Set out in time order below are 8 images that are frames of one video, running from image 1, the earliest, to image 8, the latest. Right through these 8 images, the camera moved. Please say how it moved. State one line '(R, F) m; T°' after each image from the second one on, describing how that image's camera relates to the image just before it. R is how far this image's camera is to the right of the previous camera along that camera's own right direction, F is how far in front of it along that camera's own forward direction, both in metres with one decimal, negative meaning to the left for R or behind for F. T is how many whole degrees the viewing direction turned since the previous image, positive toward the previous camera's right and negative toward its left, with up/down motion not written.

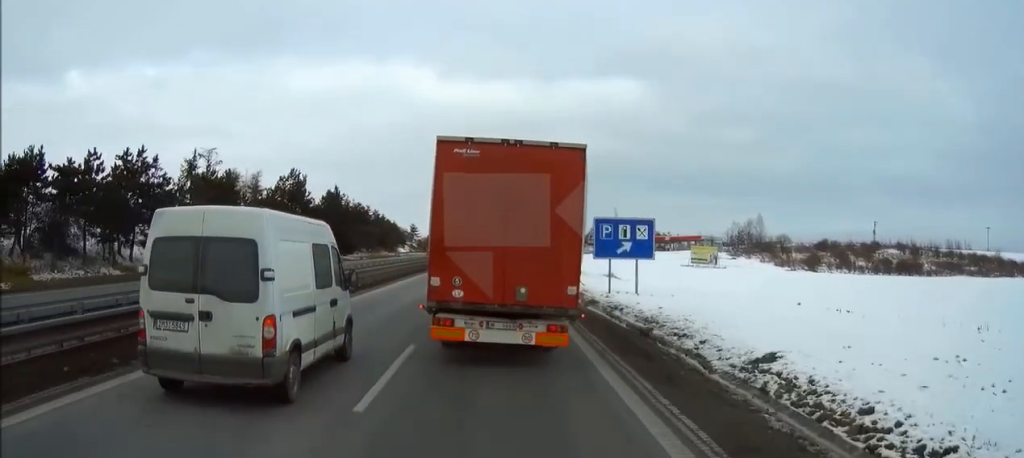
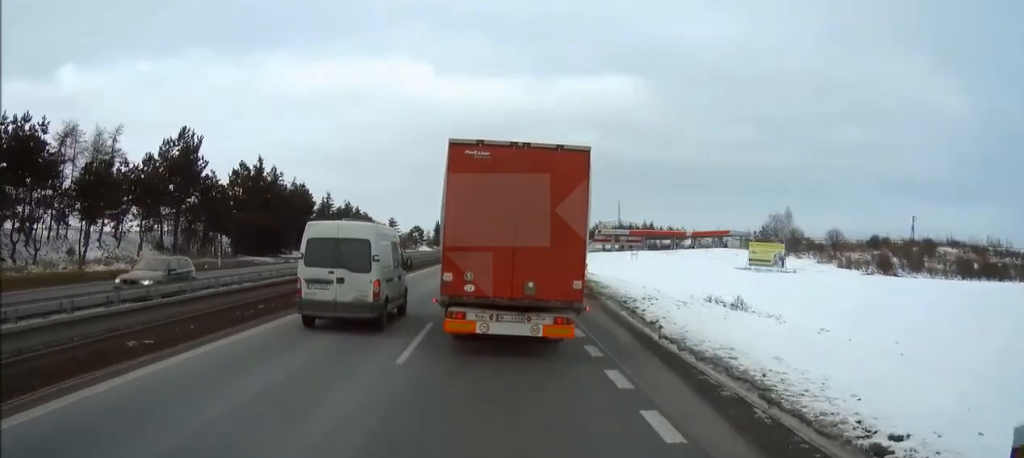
(+0.2, +32.2) m; +1°
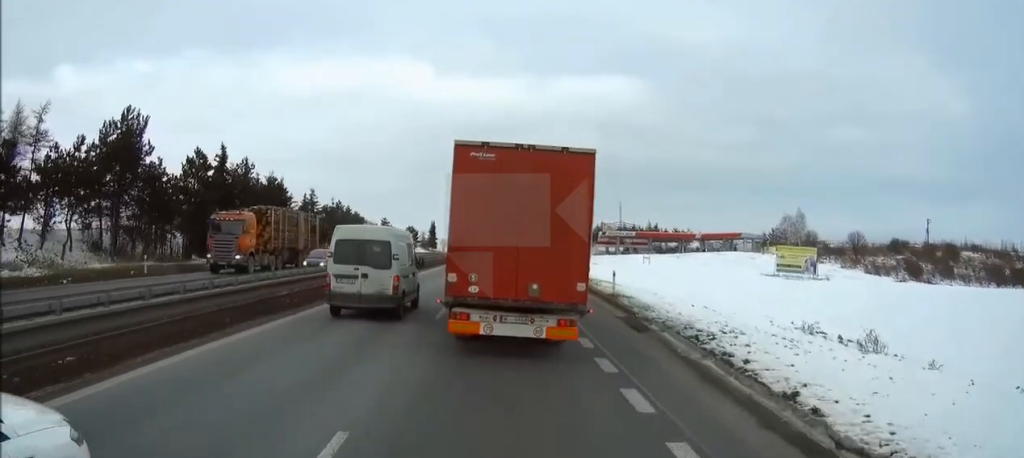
(0.0, +10.2) m; 0°
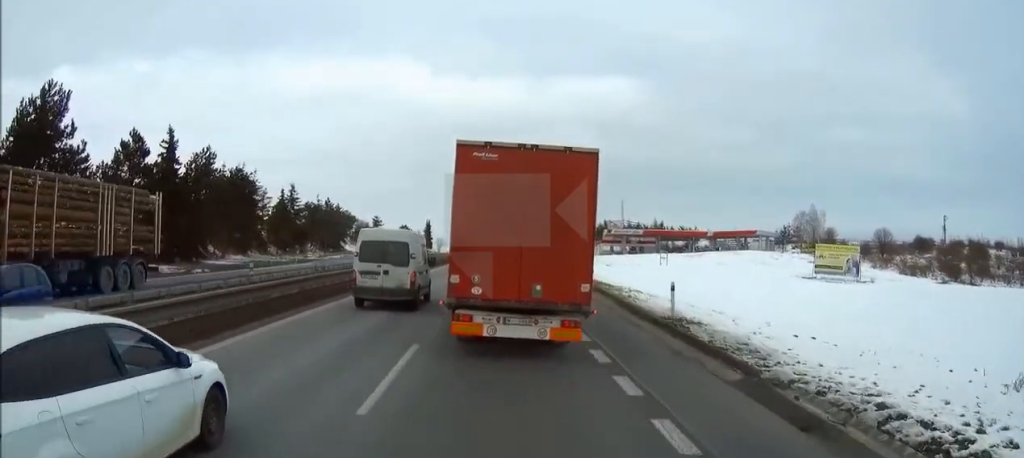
(0.0, +10.9) m; 0°
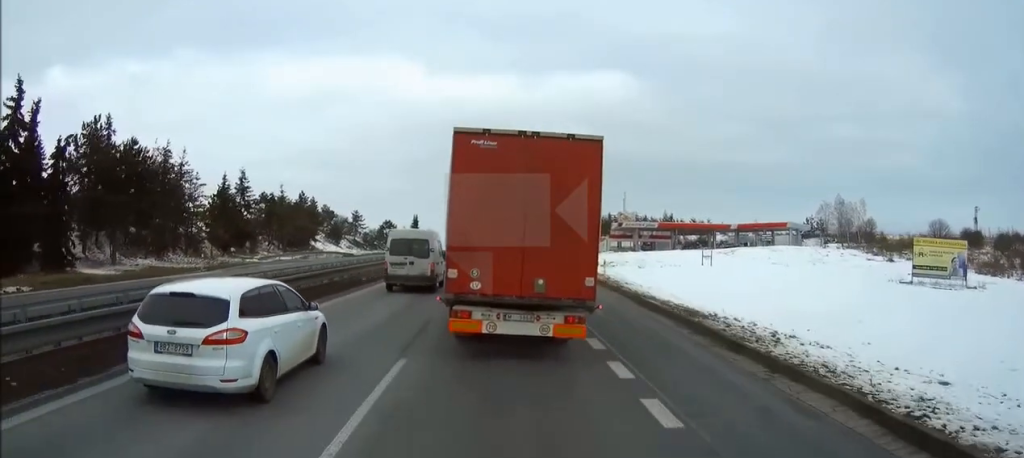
(-0.1, +19.9) m; -1°
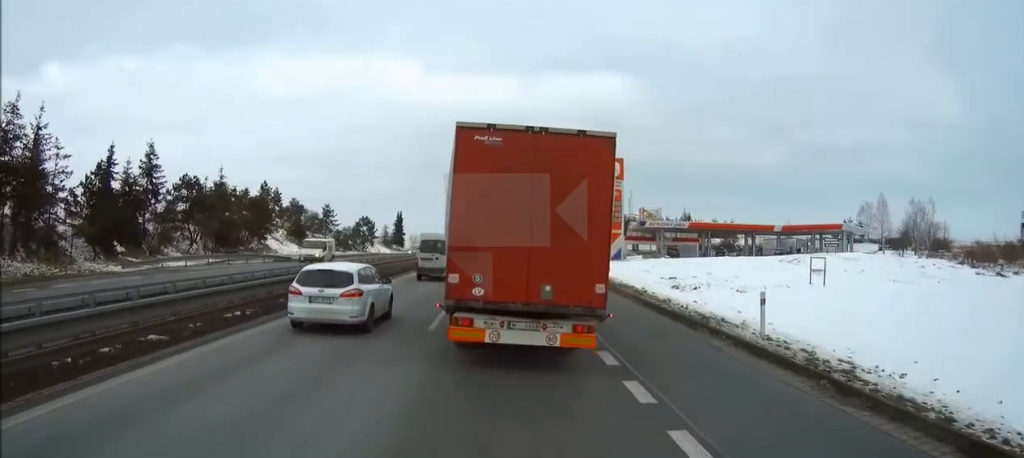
(-0.1, +25.5) m; +2°
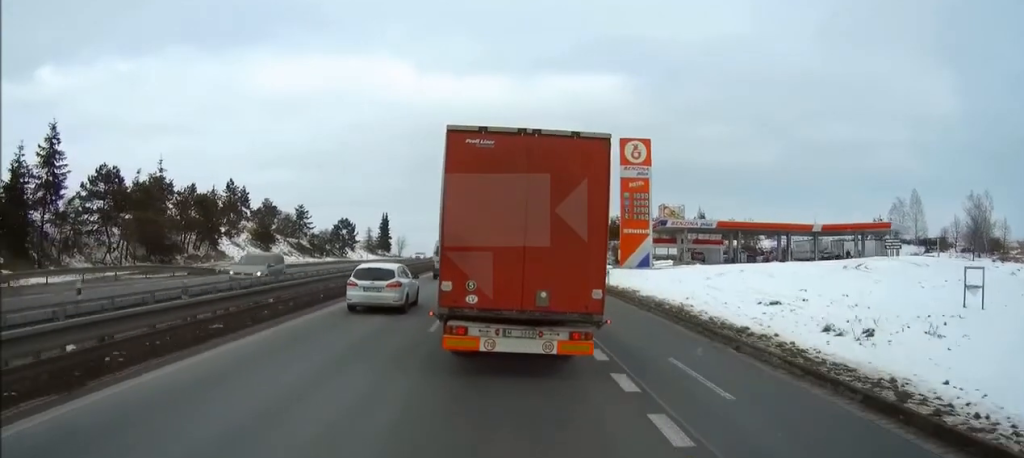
(+0.4, +17.4) m; +3°
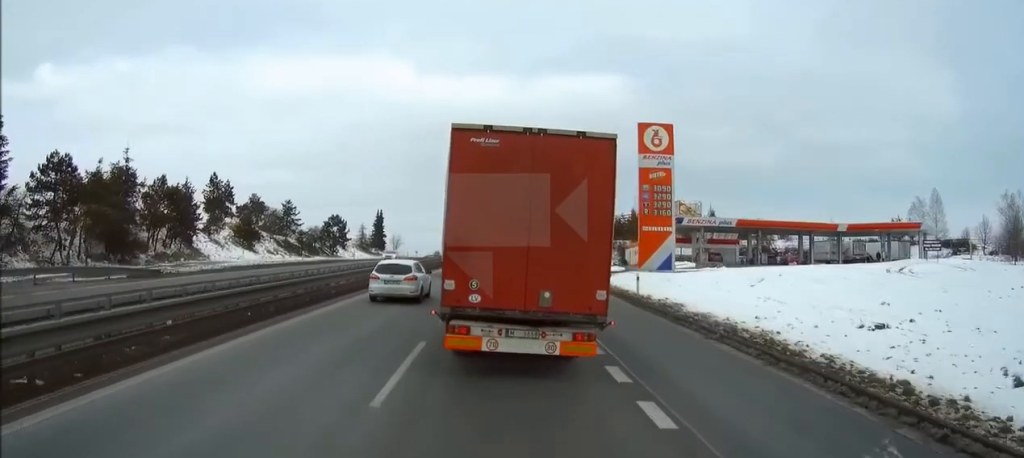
(0.0, +7.9) m; +1°
